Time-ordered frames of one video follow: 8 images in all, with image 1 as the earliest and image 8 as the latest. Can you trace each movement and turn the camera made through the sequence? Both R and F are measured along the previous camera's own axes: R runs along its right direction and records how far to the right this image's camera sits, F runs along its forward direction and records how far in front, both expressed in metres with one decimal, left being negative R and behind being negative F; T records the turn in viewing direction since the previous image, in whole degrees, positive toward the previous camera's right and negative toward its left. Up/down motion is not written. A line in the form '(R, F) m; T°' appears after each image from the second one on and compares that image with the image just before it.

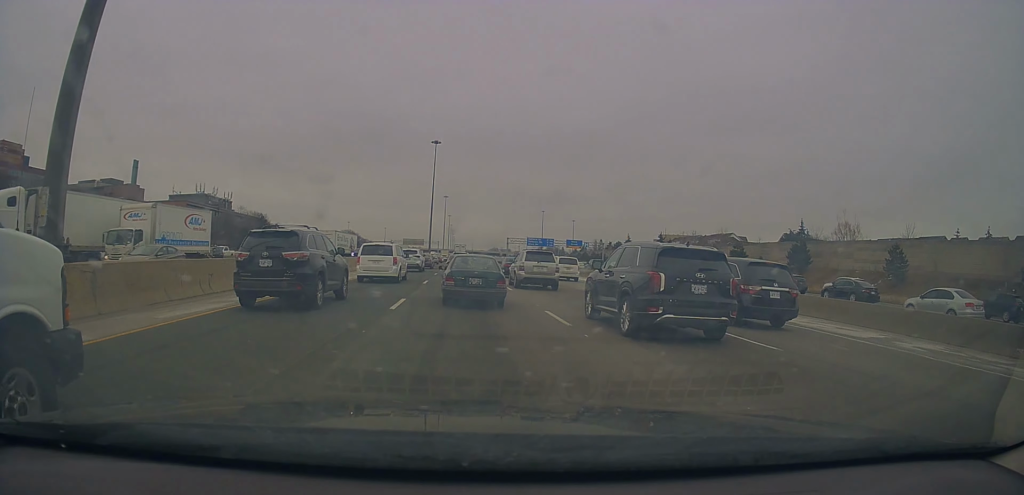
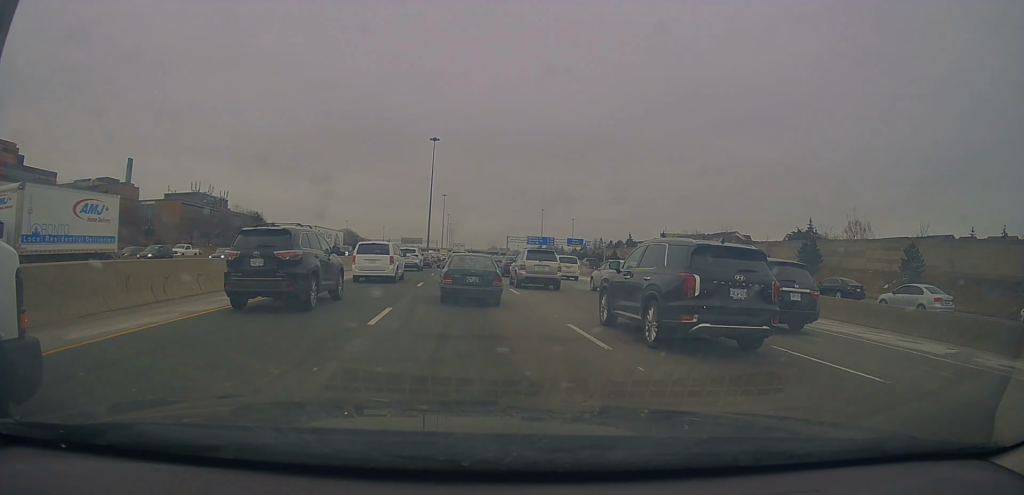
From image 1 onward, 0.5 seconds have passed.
(-0.1, +2.1) m; -3°
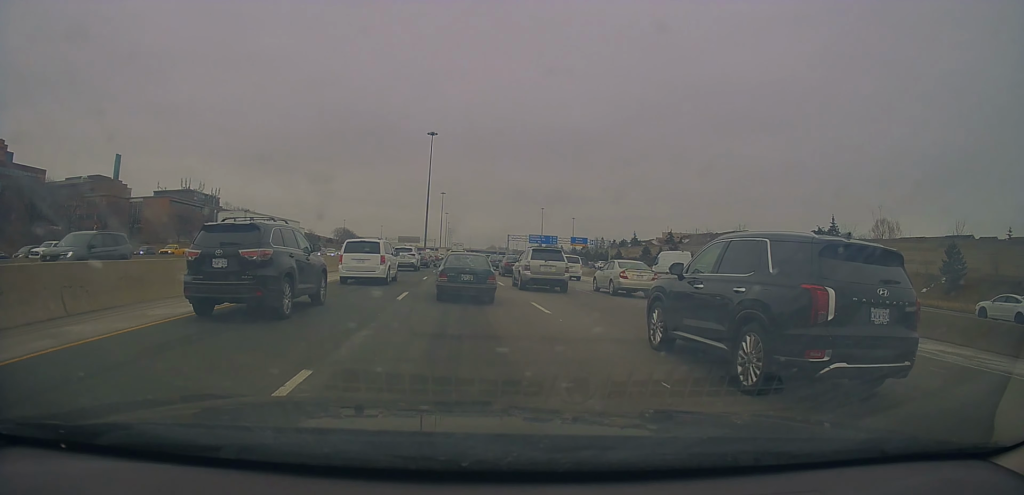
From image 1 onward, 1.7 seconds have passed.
(-0.5, +5.1) m; -1°
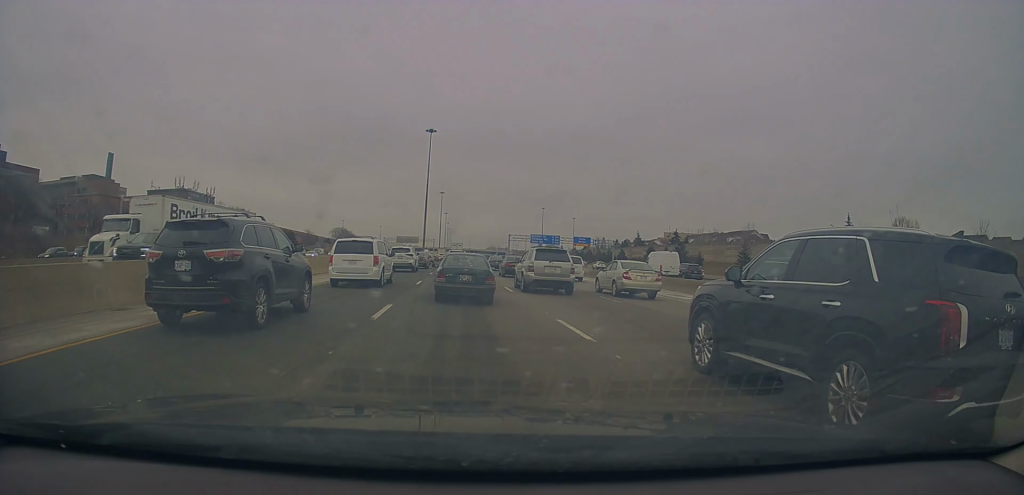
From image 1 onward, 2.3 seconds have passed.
(+0.4, +3.5) m; +2°
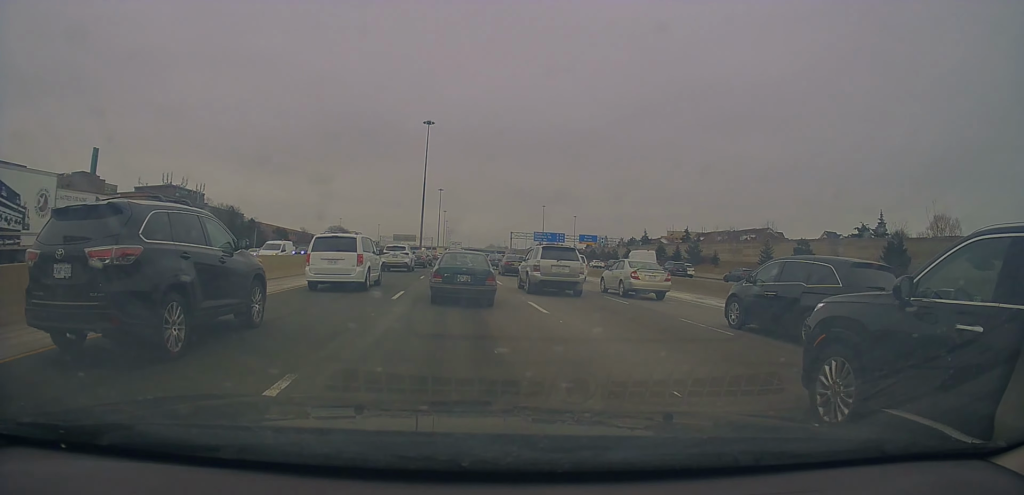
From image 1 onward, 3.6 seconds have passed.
(-0.5, +7.9) m; -3°
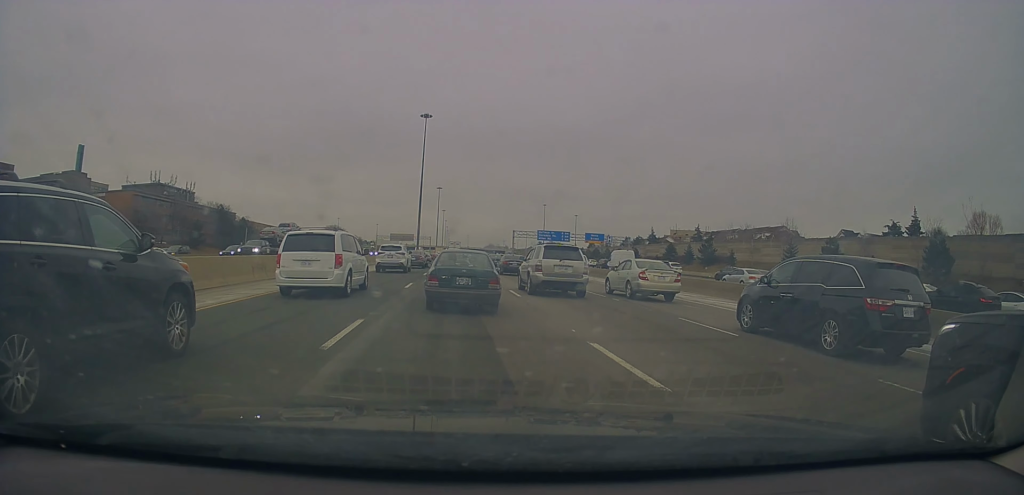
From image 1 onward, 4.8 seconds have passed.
(0.0, +7.8) m; 0°
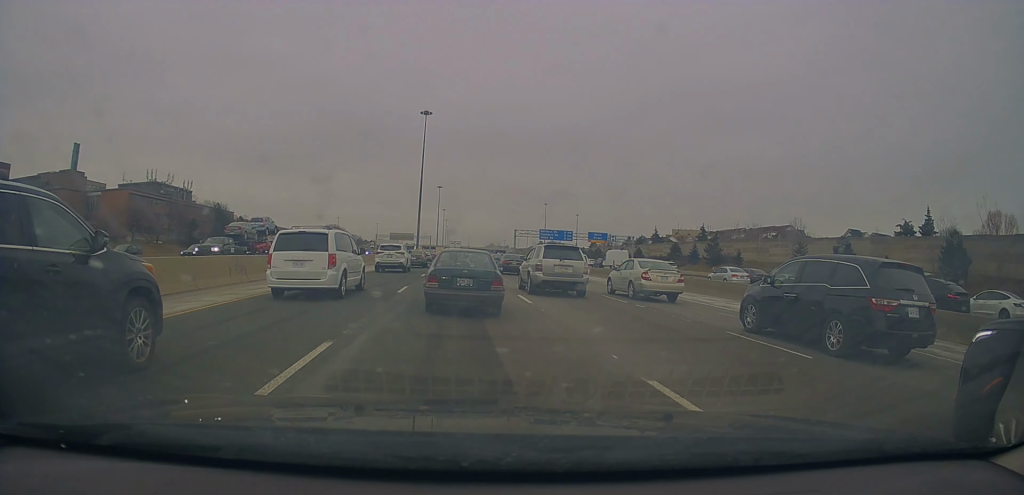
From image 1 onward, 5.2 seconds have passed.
(-0.1, +2.9) m; 0°
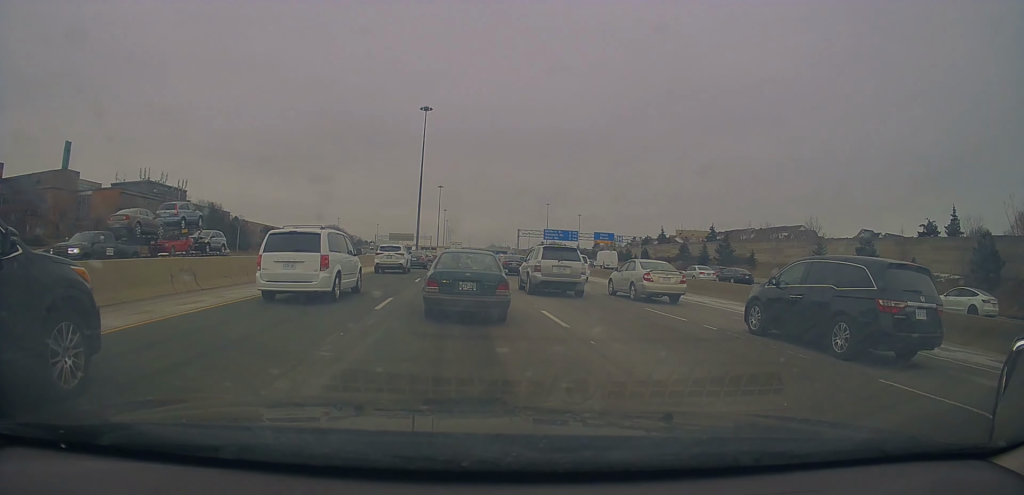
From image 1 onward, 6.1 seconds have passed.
(+0.1, +5.3) m; 0°
